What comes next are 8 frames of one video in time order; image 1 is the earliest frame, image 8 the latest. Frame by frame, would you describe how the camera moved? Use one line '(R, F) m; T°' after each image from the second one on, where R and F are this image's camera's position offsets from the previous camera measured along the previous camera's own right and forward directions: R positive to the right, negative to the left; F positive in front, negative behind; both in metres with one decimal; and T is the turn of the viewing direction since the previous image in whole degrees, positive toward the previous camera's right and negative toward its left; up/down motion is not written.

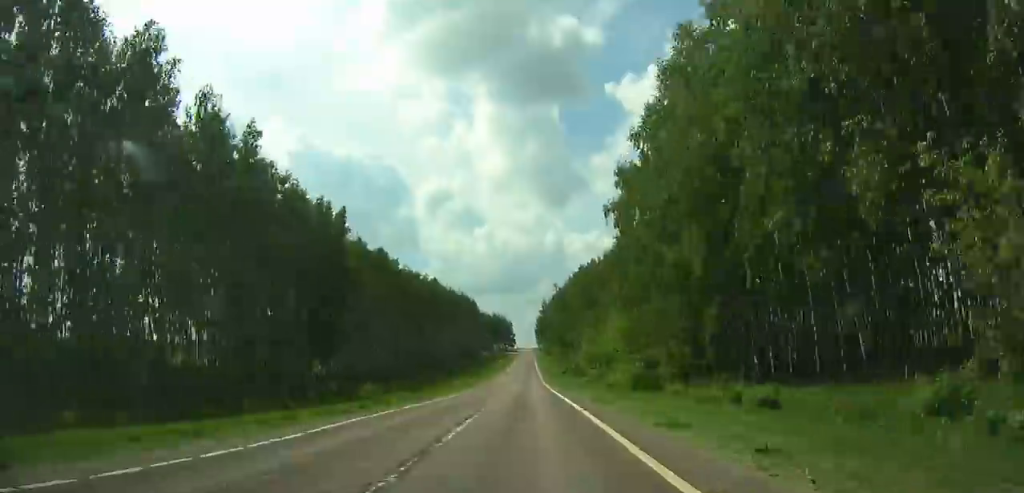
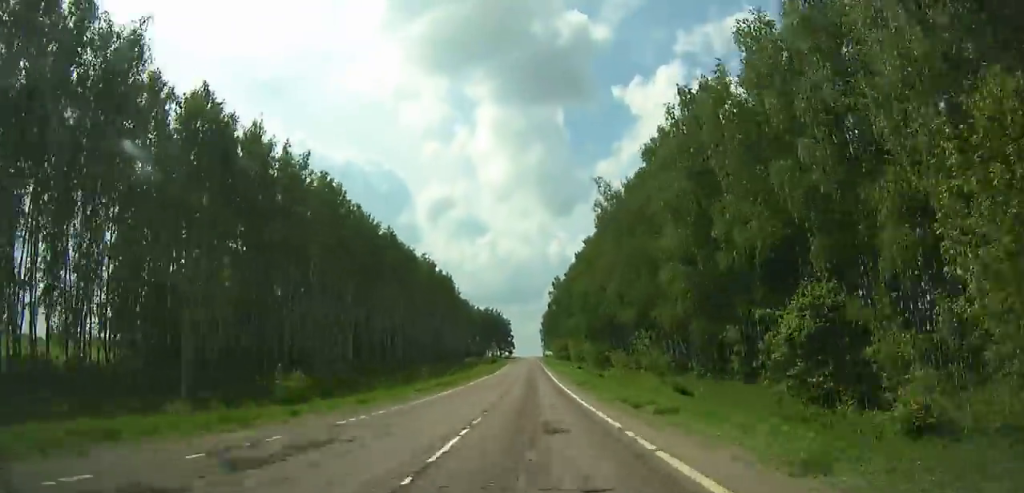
(+0.1, +91.2) m; 0°
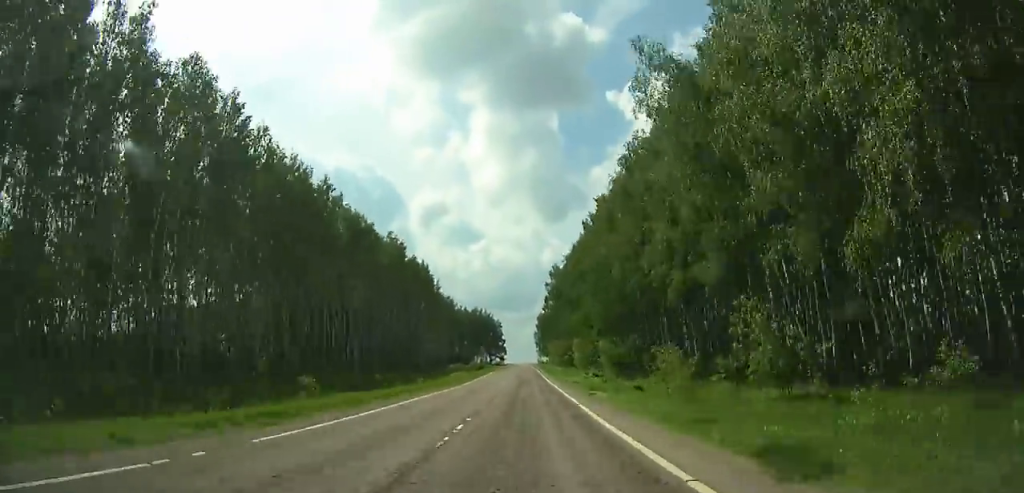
(0.0, +28.0) m; 0°
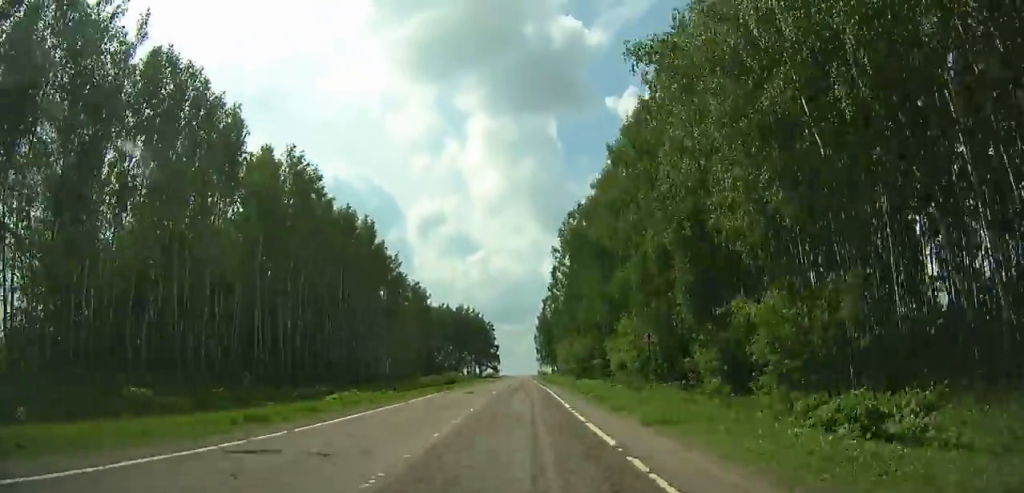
(+0.2, +47.7) m; 0°
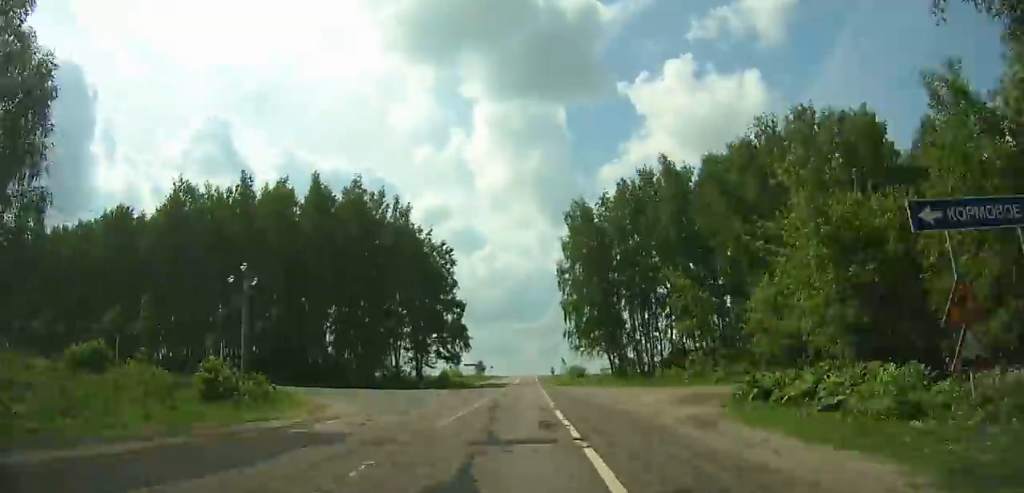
(+0.1, +129.8) m; 0°
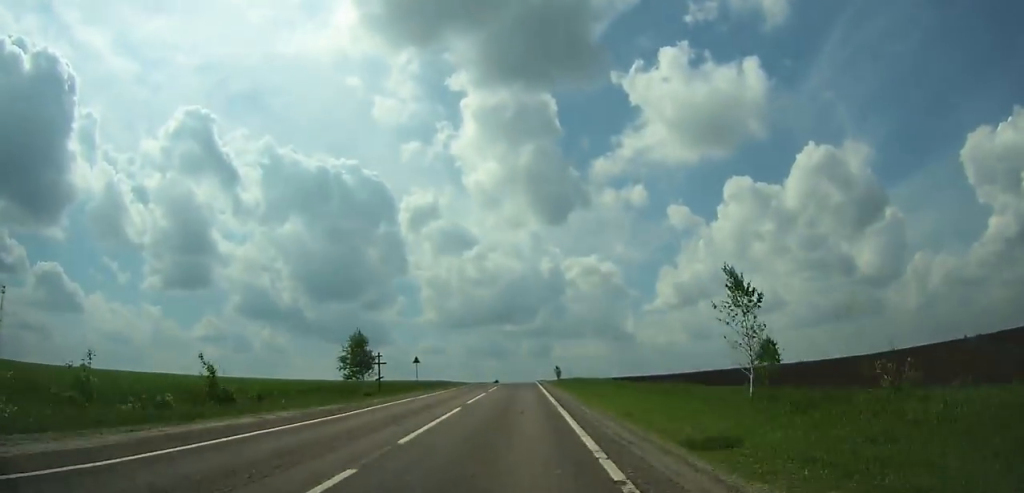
(-0.7, +113.0) m; 0°
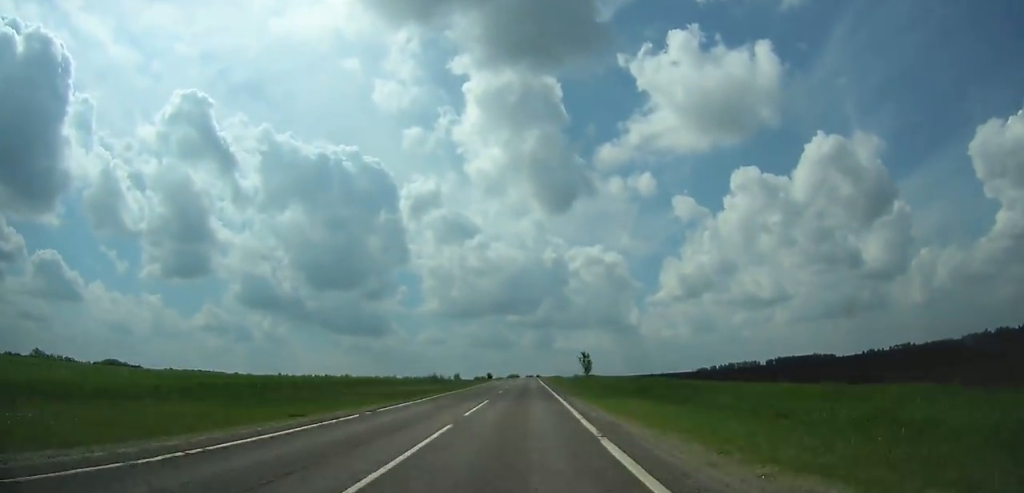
(0.0, +81.8) m; 0°
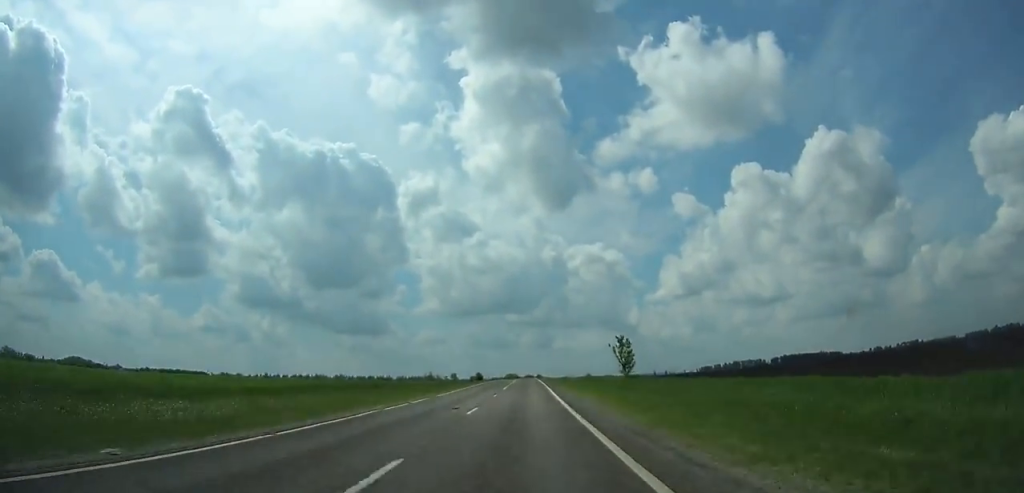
(-0.1, +44.8) m; 0°
